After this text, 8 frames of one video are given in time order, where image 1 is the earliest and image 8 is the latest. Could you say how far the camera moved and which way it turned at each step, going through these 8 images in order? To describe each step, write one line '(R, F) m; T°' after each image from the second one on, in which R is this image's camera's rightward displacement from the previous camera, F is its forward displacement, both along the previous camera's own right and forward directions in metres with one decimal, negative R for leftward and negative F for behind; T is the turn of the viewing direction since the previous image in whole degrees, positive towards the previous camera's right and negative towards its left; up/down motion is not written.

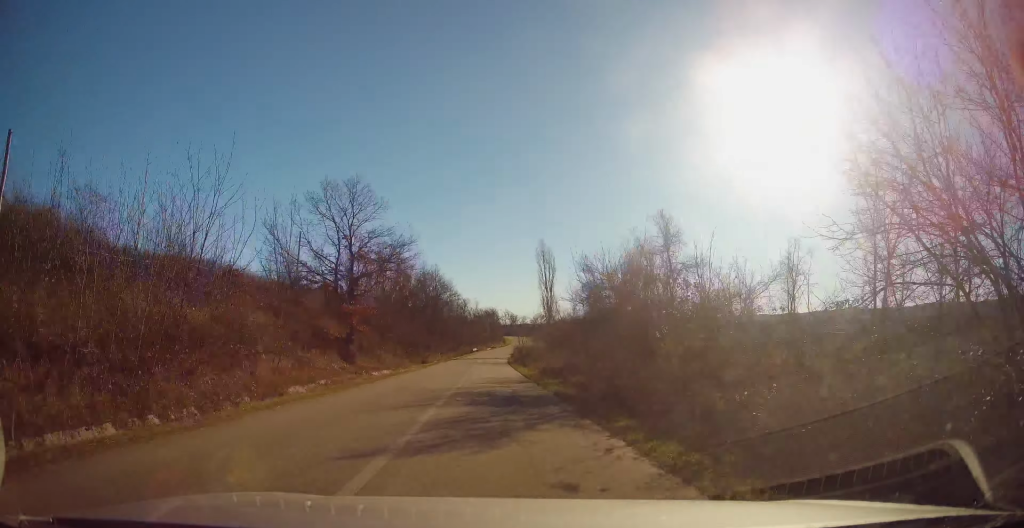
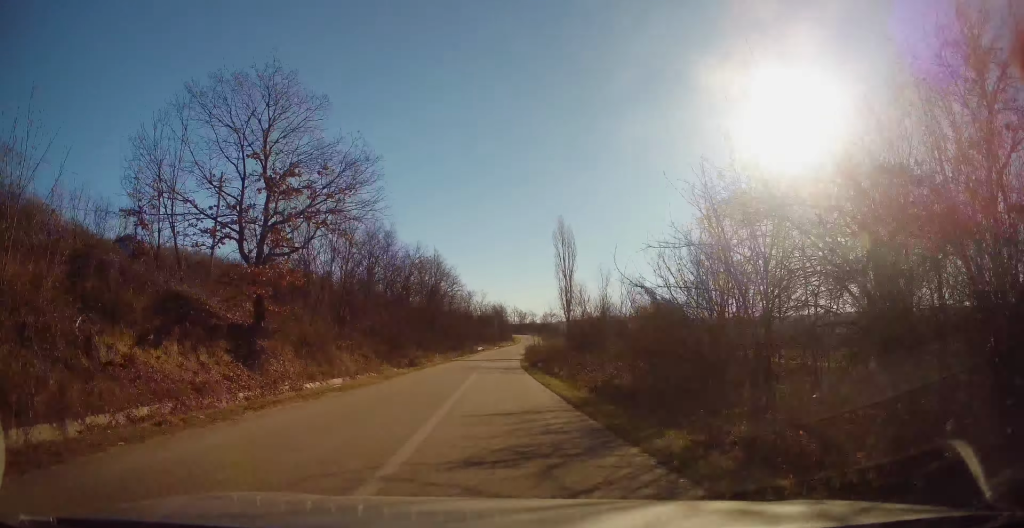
(-0.1, +13.6) m; 0°
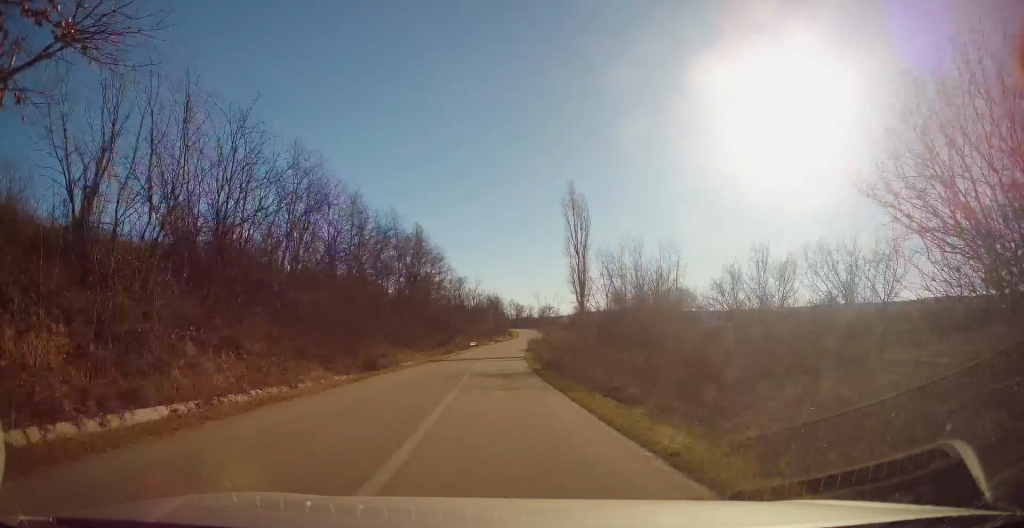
(0.0, +14.4) m; 0°
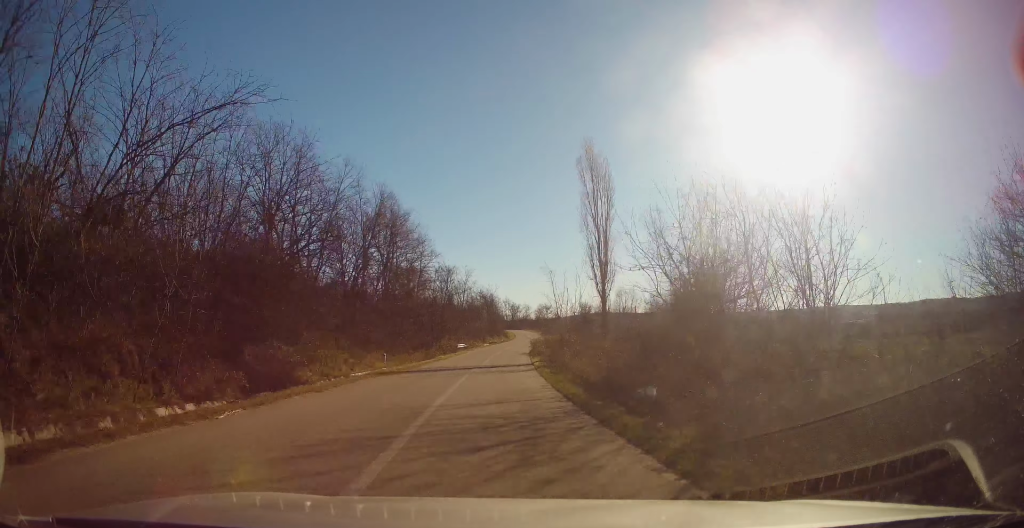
(0.0, +13.8) m; 0°
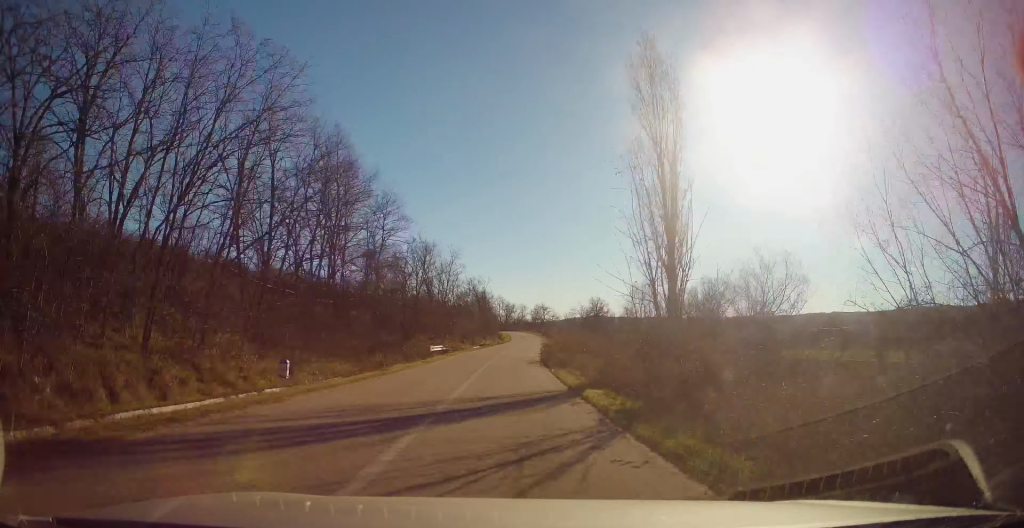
(0.0, +18.2) m; +1°
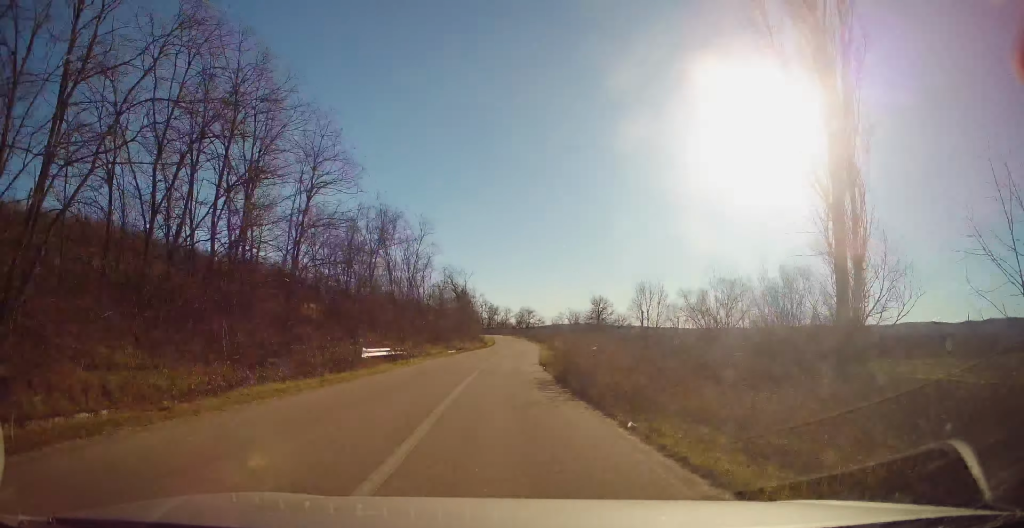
(+0.1, +14.6) m; +1°
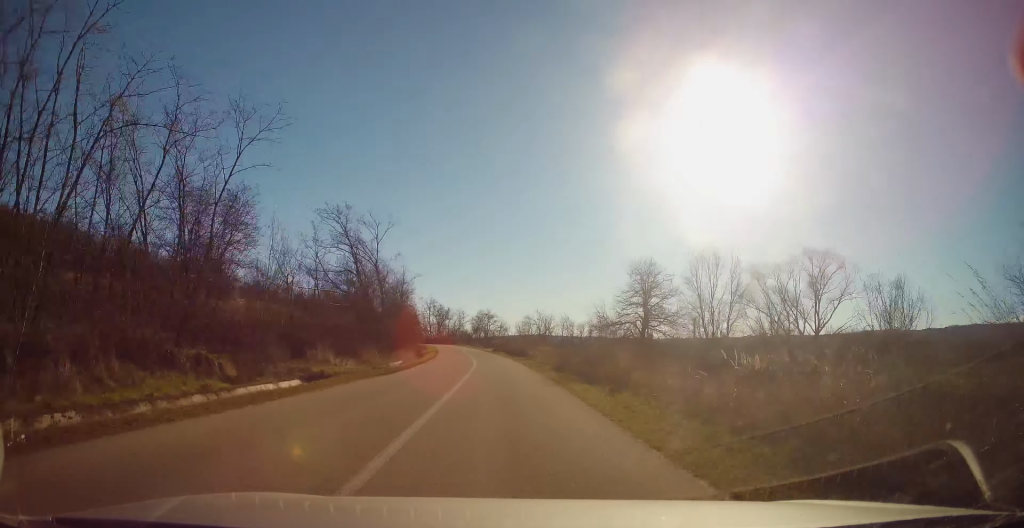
(+1.6, +38.6) m; +5°
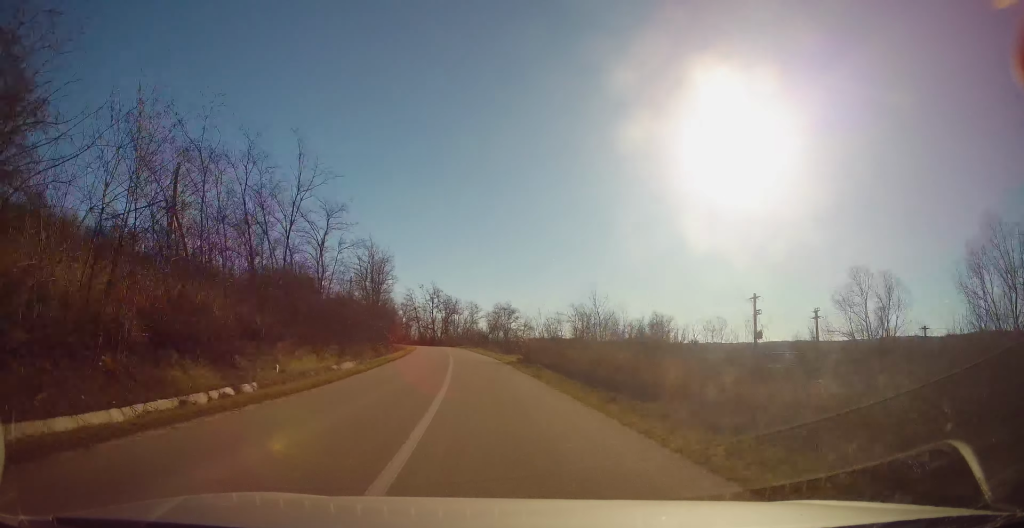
(+0.3, +36.6) m; -2°
